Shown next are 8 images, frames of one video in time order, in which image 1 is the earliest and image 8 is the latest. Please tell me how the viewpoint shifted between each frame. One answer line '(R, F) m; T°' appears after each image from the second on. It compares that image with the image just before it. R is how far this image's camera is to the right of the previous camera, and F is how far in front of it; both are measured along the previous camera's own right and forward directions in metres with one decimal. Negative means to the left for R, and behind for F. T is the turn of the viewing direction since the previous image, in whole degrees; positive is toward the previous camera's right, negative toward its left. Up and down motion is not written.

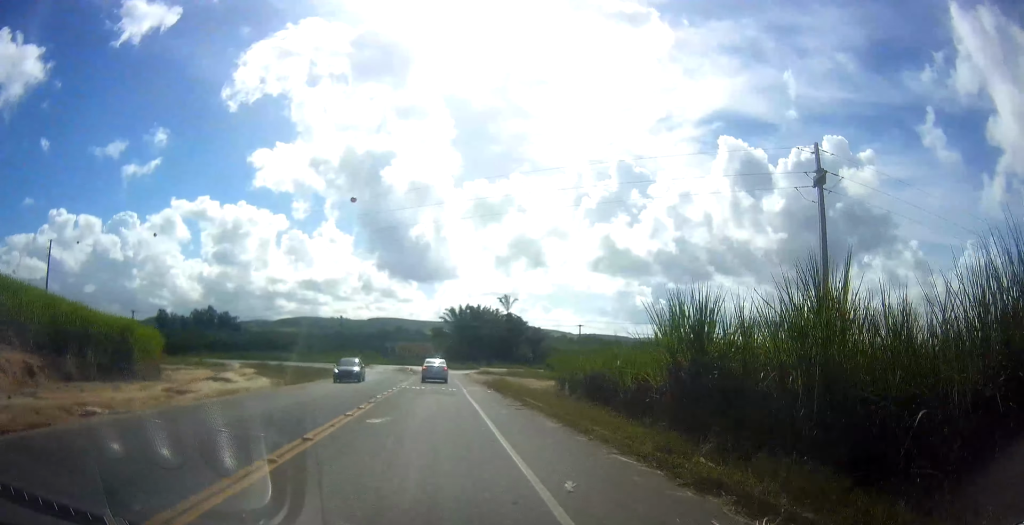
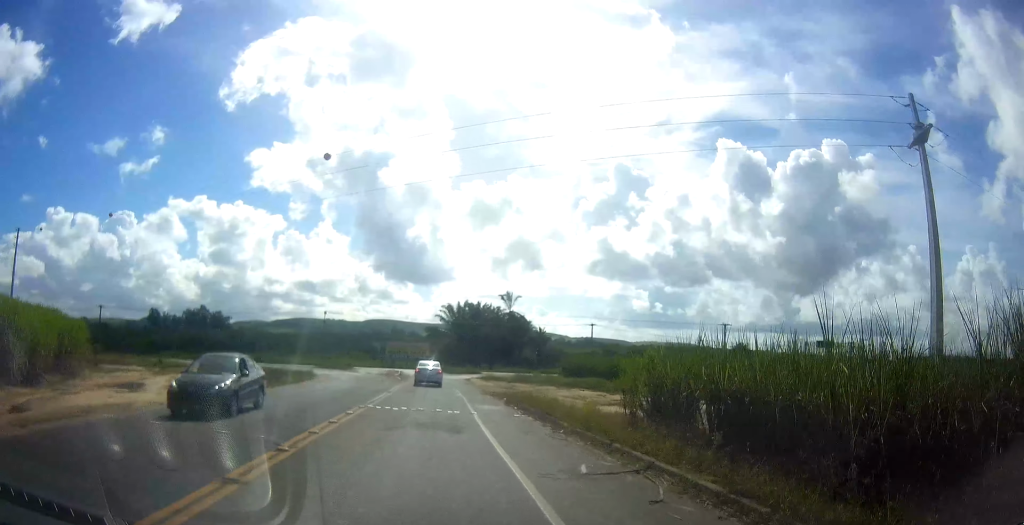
(0.0, +12.1) m; 0°
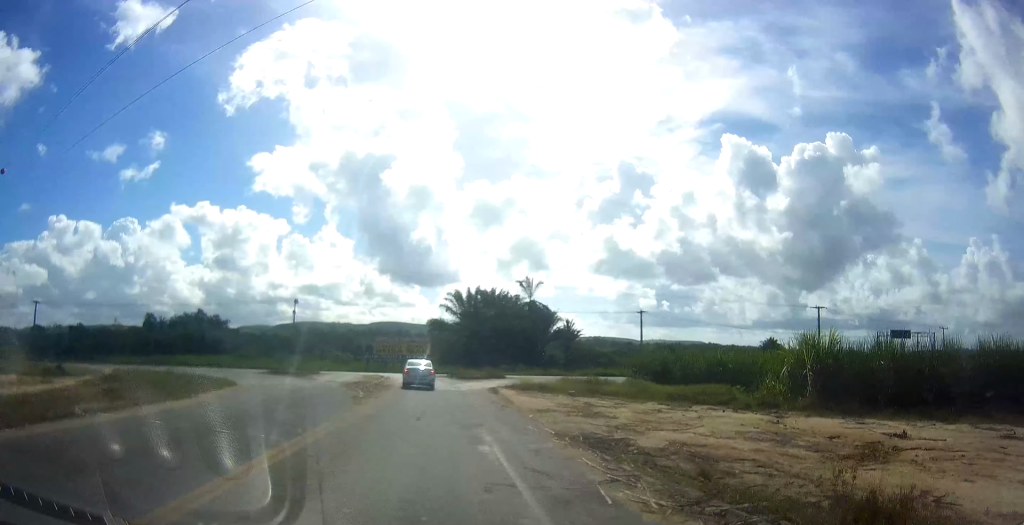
(-0.2, +25.9) m; +1°
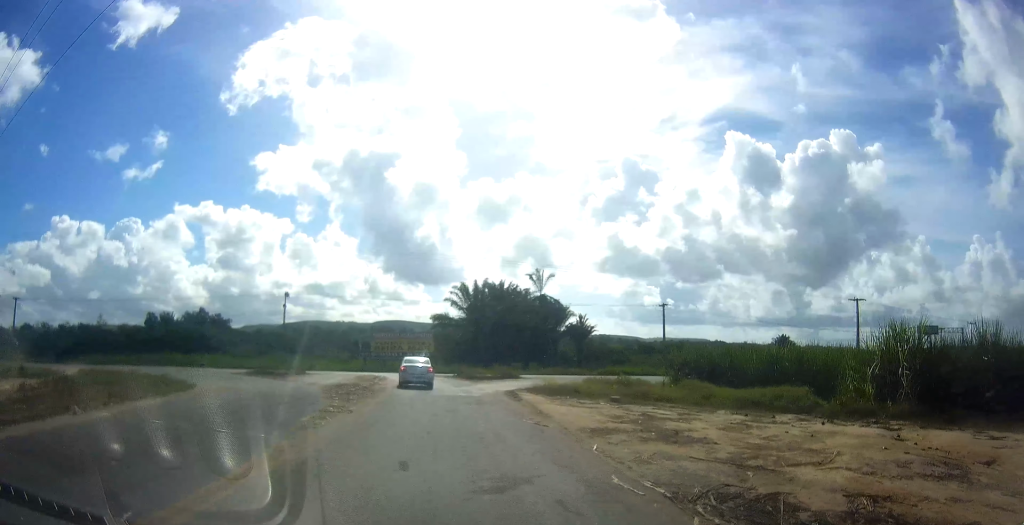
(+0.1, +7.4) m; +1°
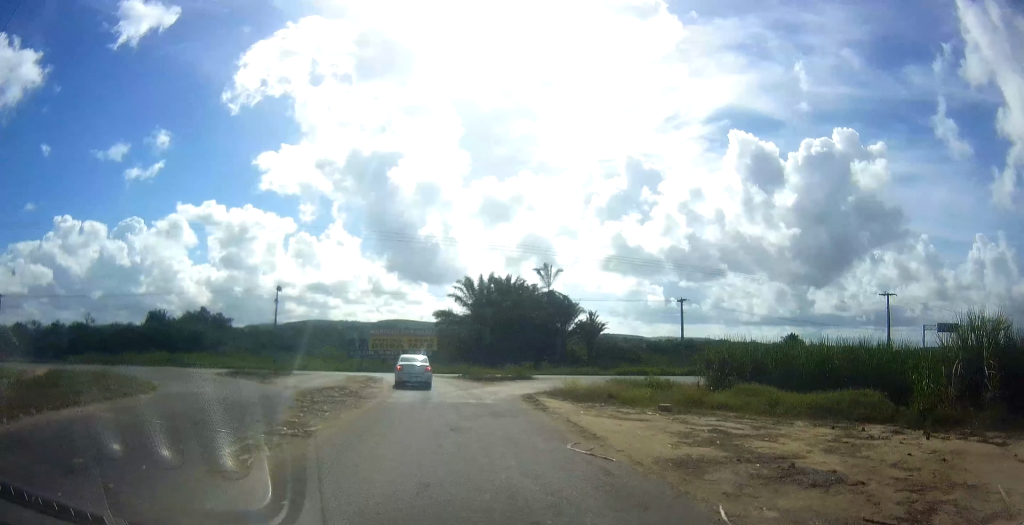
(+0.3, +5.3) m; 0°
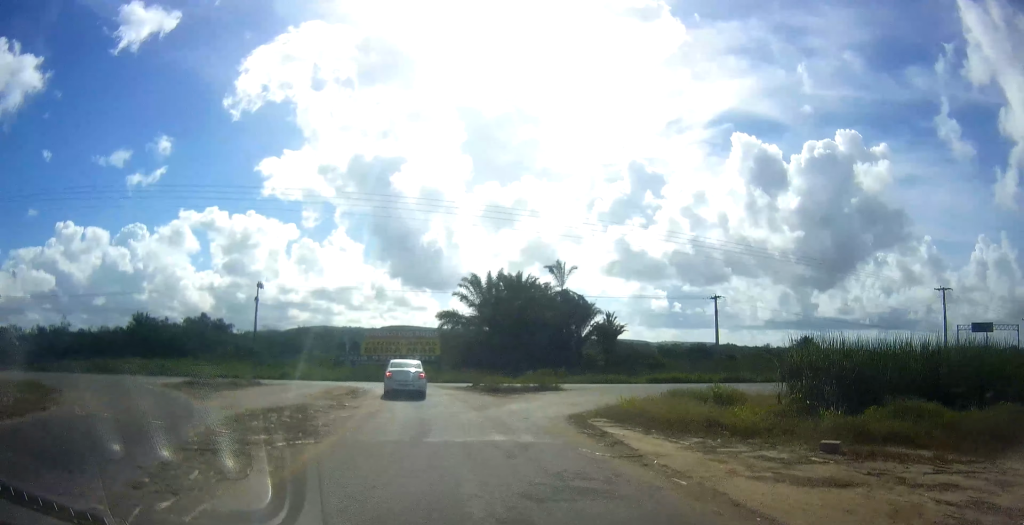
(-0.3, +9.1) m; -3°
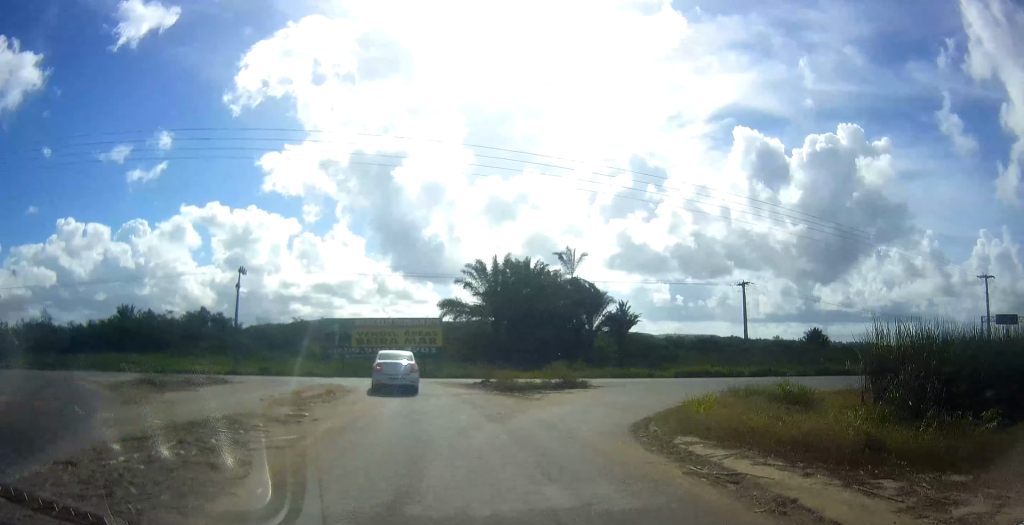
(-0.1, +6.6) m; -1°
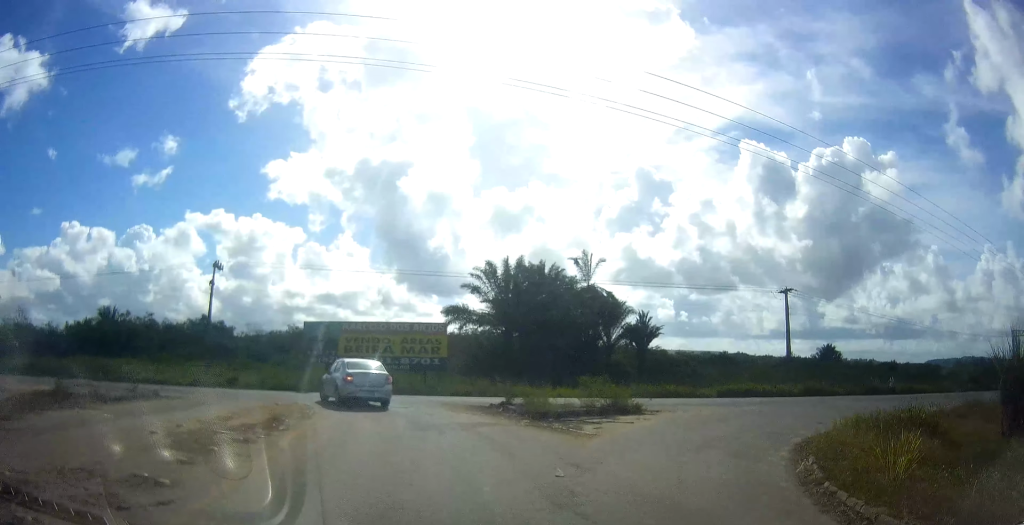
(0.0, +8.3) m; -2°
